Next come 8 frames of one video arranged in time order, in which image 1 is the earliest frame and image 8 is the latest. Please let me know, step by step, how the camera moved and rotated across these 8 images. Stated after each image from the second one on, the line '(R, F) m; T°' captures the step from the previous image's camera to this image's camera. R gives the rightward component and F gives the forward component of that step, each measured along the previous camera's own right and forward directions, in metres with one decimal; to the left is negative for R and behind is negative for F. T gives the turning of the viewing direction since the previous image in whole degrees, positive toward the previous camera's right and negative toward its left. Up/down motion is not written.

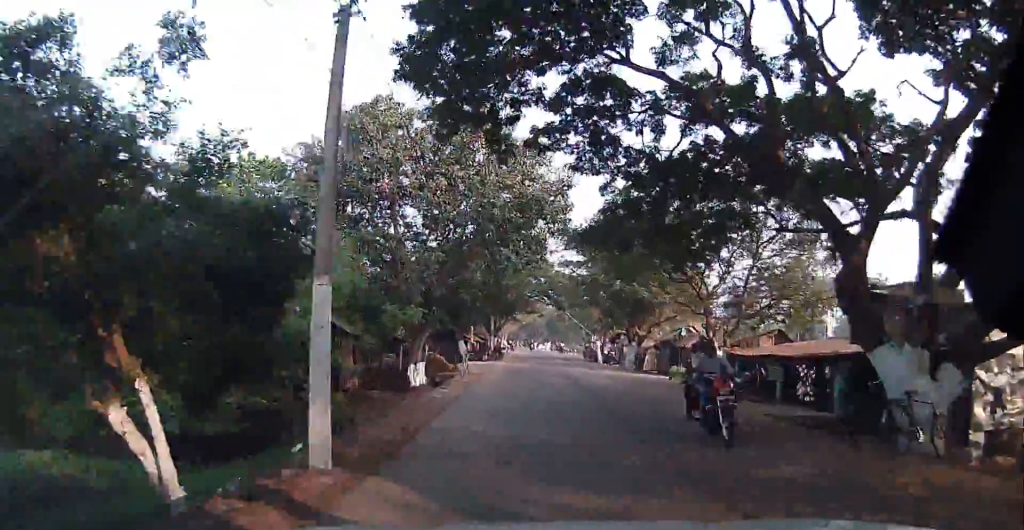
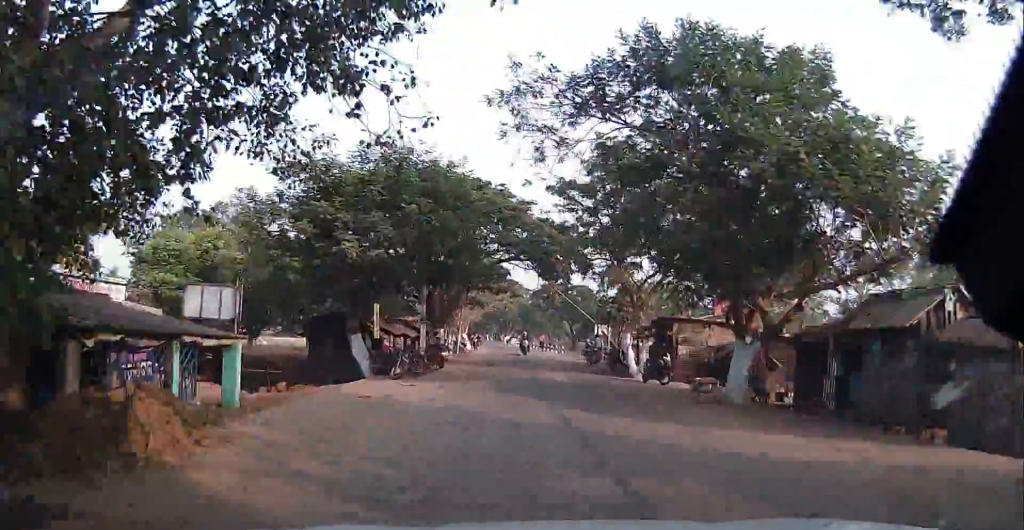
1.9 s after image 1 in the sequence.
(+1.3, +23.1) m; +2°
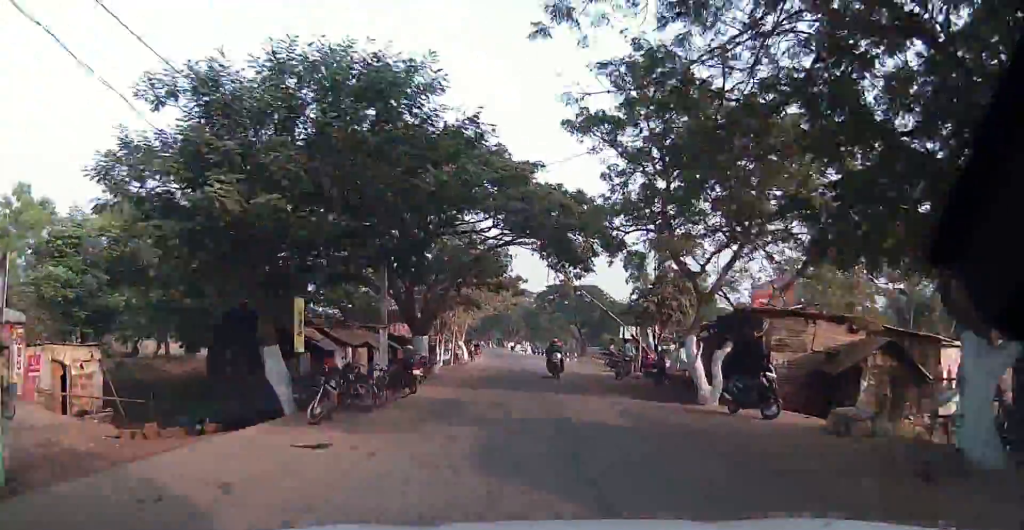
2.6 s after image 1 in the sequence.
(+0.1, +9.0) m; 0°
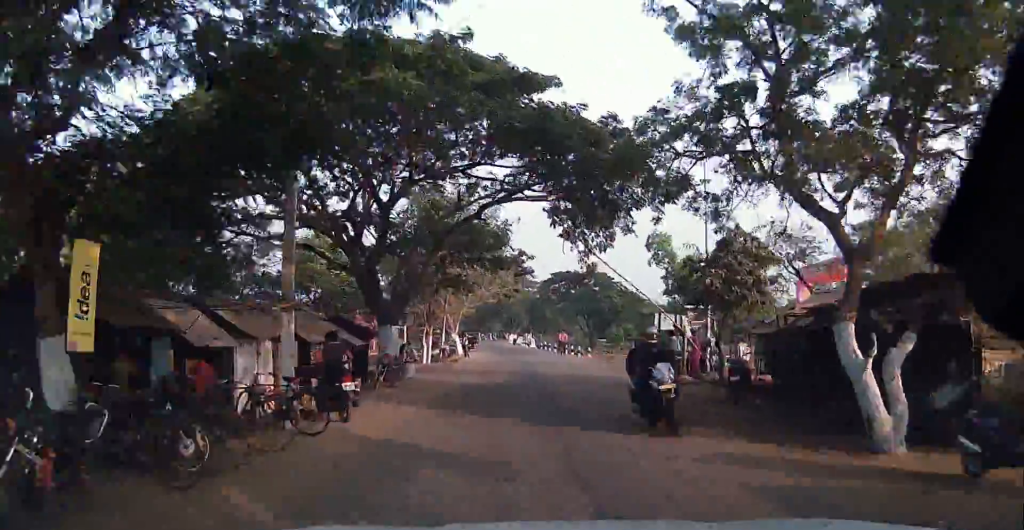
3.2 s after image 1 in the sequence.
(+0.2, +8.1) m; 0°
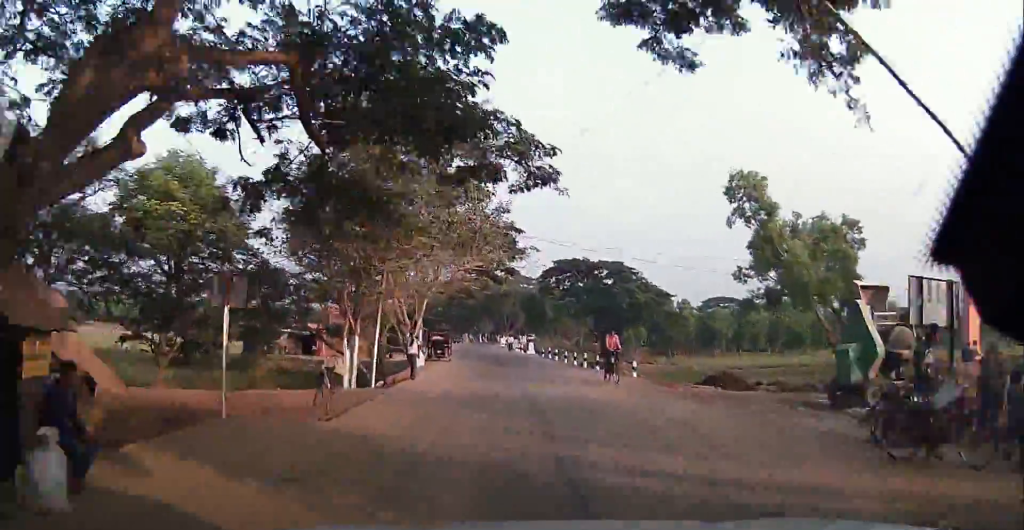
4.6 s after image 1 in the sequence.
(-0.5, +18.1) m; -2°
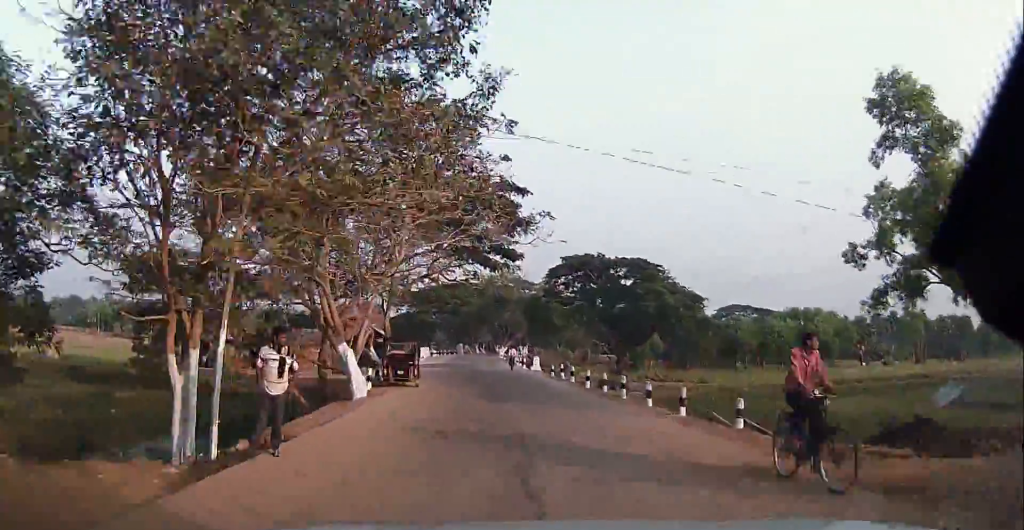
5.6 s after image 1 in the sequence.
(-0.1, +12.5) m; -1°
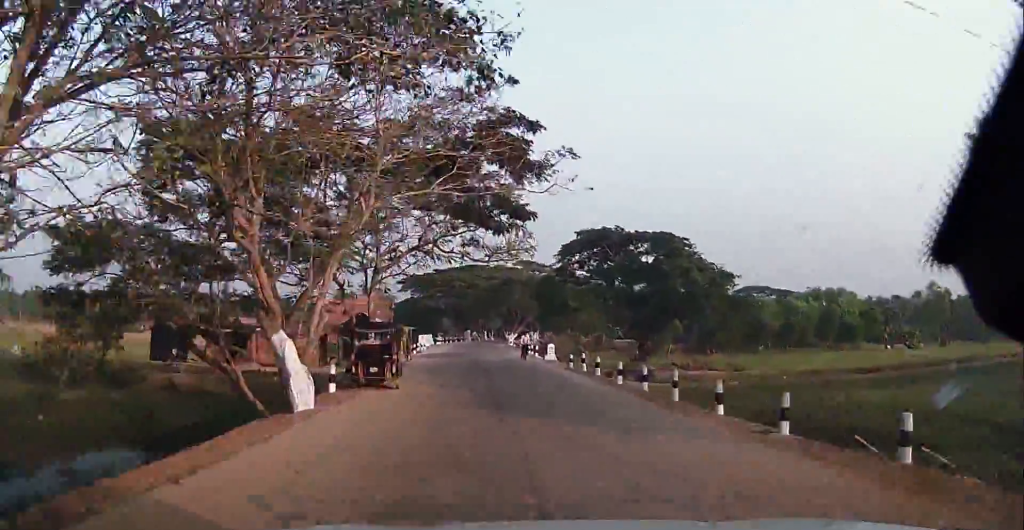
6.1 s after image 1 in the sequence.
(0.0, +6.2) m; 0°
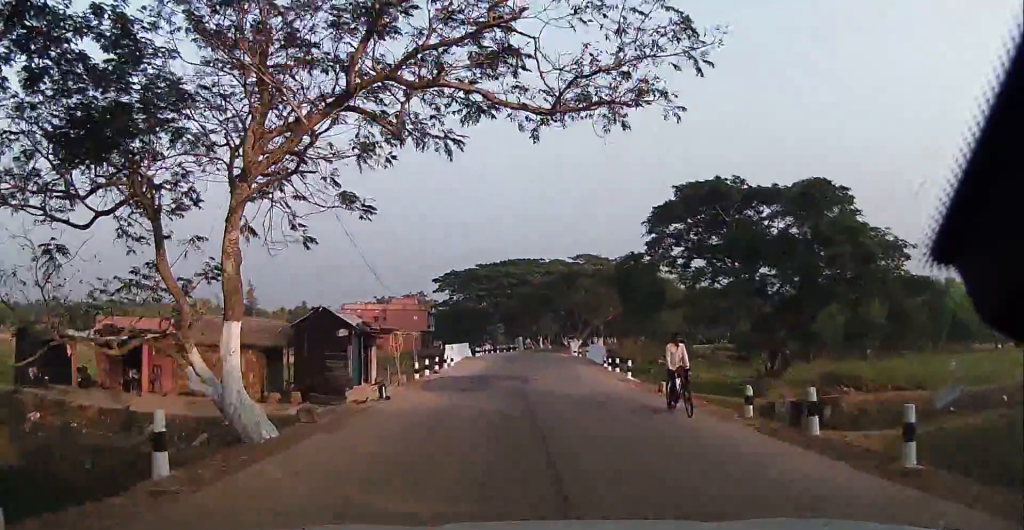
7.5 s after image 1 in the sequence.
(-0.4, +19.3) m; -2°
